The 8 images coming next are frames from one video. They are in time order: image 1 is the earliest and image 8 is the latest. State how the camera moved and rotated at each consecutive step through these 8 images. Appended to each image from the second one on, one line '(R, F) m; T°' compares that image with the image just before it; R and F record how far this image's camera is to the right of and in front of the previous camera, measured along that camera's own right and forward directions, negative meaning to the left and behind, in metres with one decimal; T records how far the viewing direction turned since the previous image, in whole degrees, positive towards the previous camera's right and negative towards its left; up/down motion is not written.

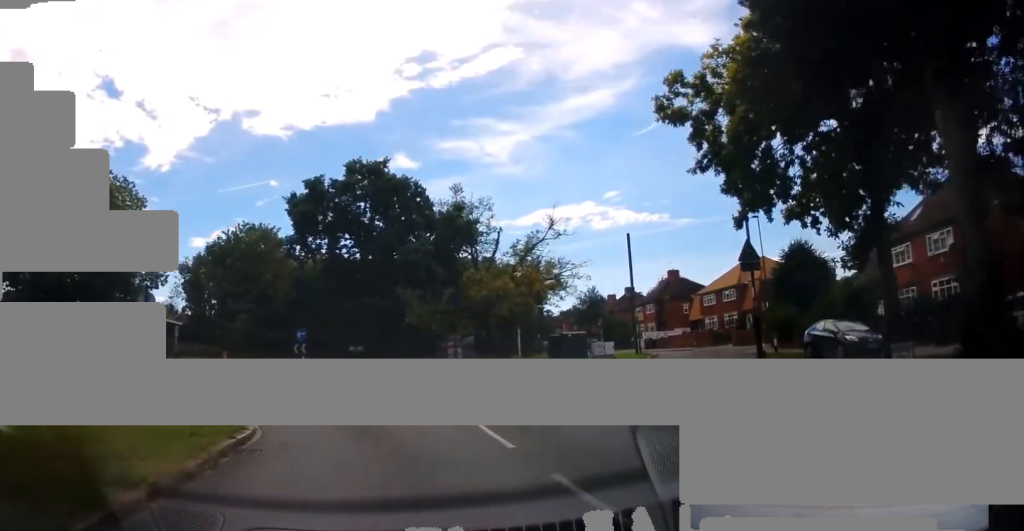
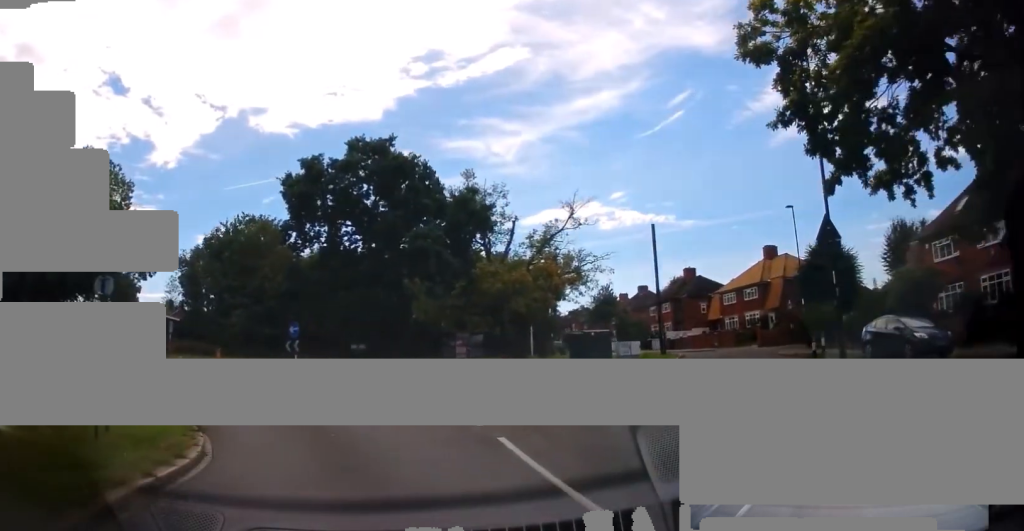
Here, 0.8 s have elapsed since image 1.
(+0.1, +3.7) m; -3°
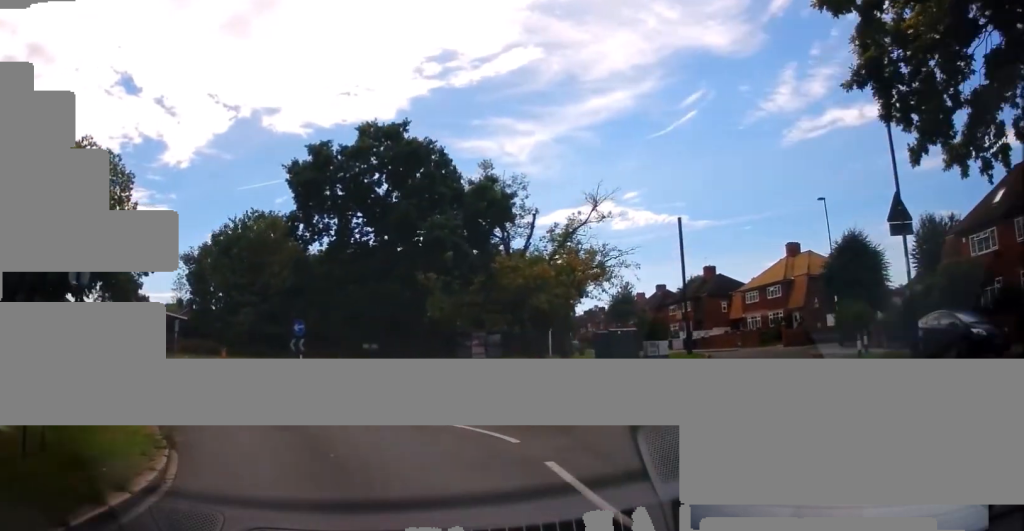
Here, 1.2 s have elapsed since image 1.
(-0.1, +2.2) m; -2°
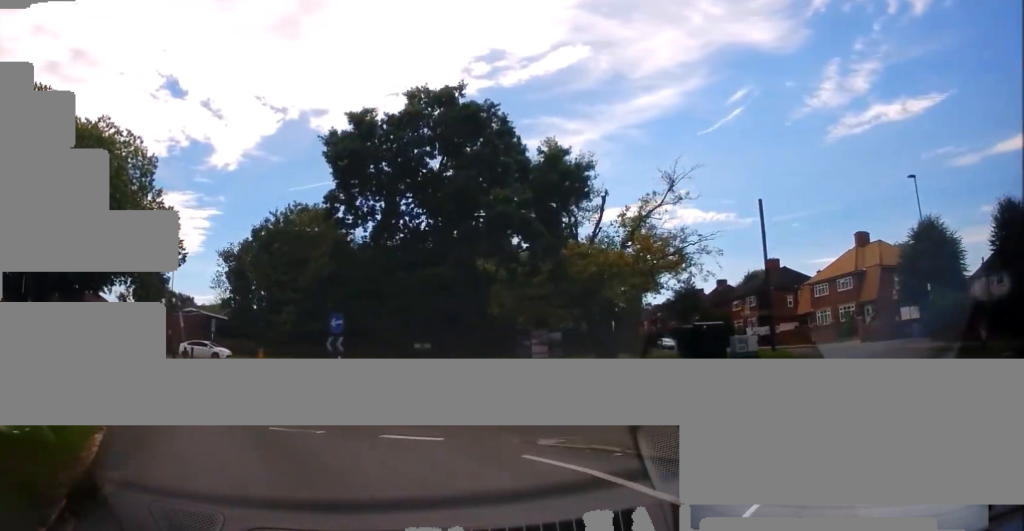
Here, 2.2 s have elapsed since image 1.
(-0.2, +4.4) m; -6°
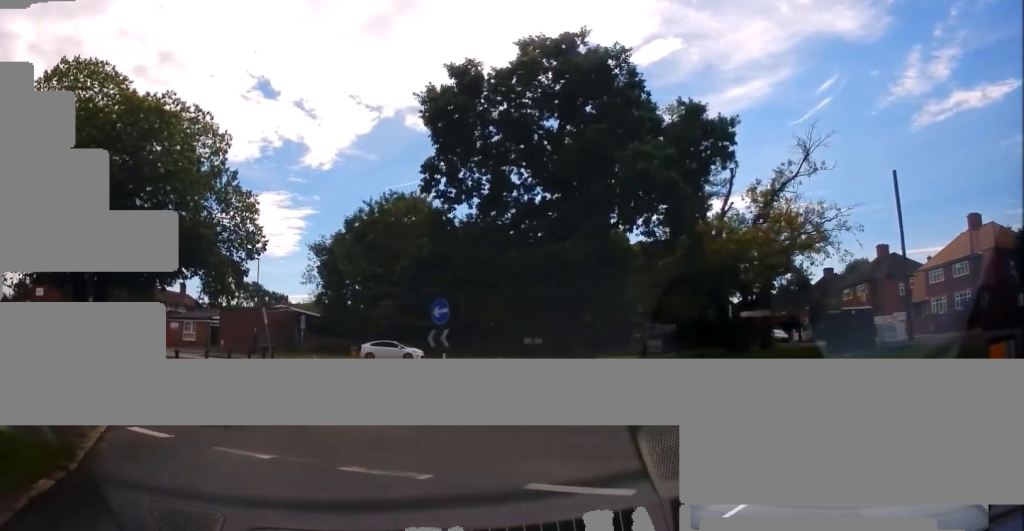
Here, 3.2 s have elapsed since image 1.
(-0.3, +4.5) m; -8°
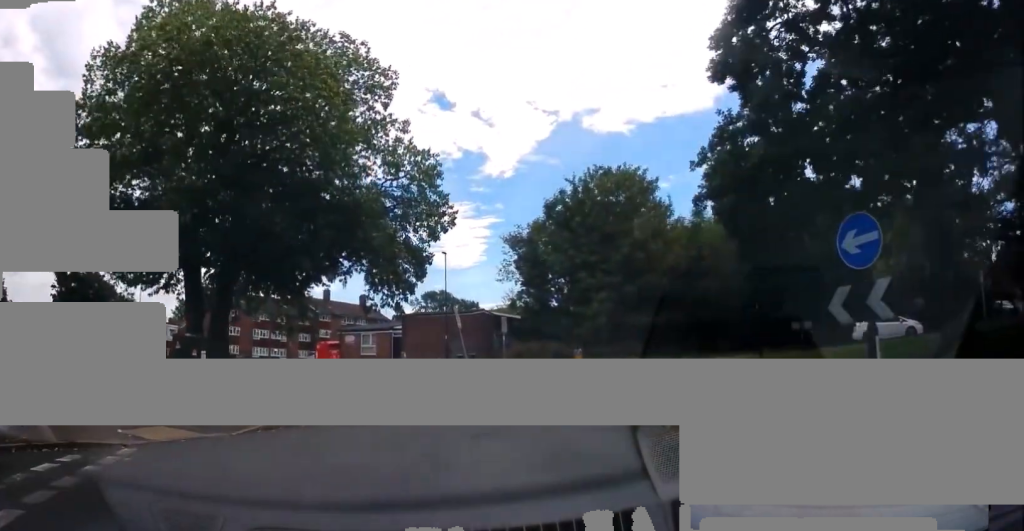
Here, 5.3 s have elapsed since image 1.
(-1.2, +10.0) m; -9°
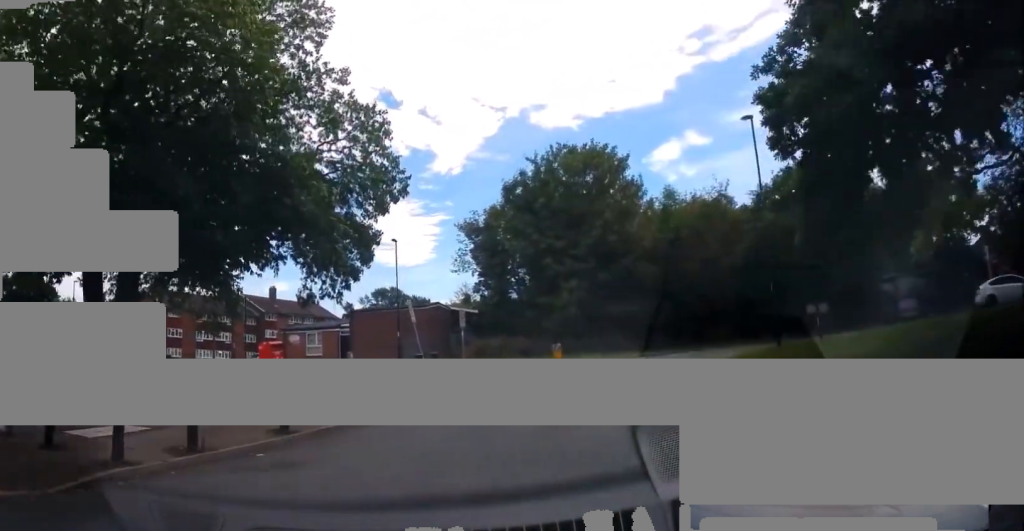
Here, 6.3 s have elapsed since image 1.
(-0.1, +5.0) m; 0°
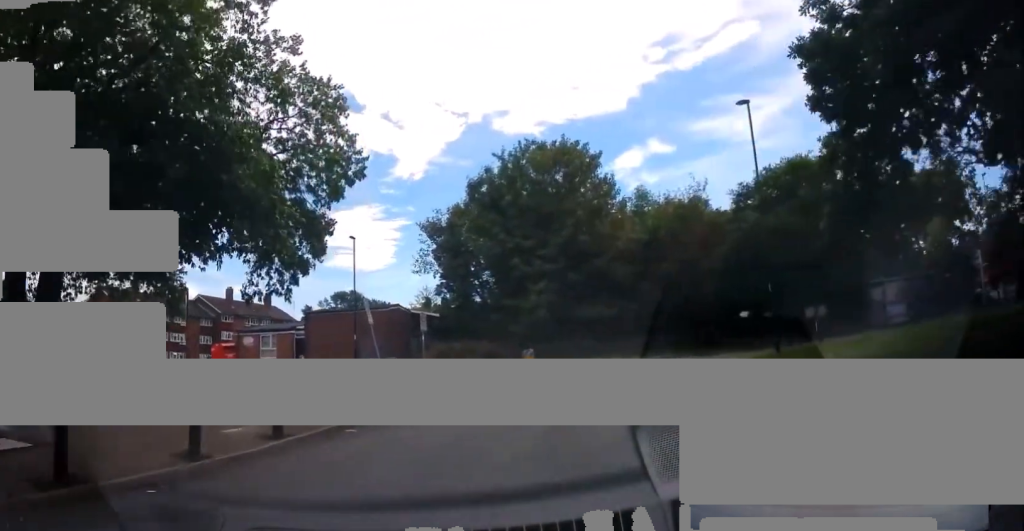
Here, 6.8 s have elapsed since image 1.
(-0.1, +2.5) m; +2°
